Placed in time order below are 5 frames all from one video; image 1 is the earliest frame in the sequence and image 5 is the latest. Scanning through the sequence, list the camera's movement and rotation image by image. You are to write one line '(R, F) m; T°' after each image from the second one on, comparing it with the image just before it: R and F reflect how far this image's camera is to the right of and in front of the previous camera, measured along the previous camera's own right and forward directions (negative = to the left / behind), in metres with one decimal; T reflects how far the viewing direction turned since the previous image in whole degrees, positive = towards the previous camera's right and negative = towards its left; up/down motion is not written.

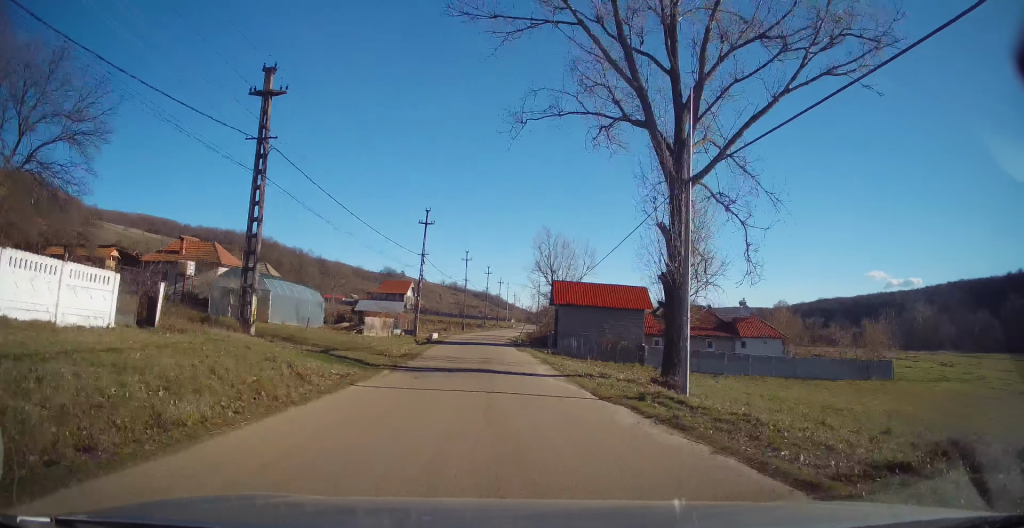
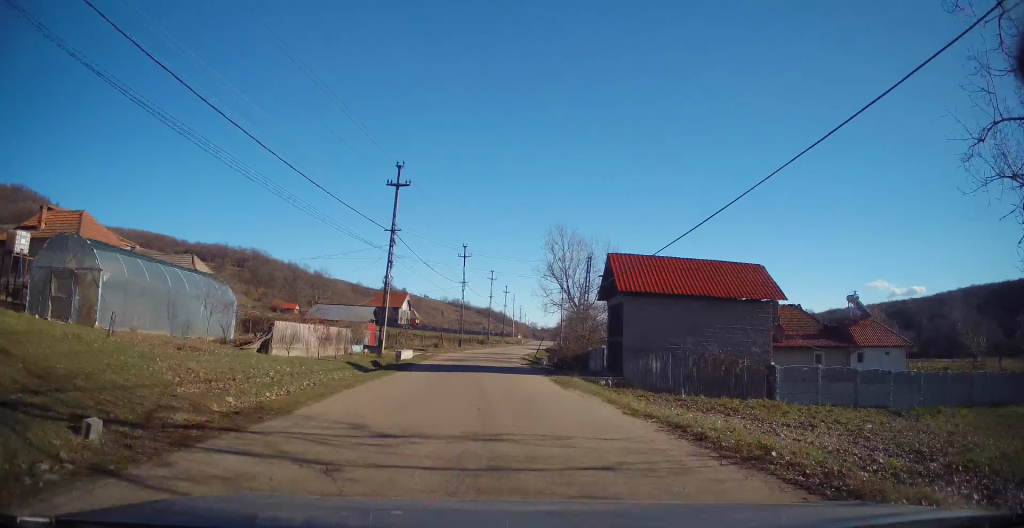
(-0.4, +17.9) m; -2°
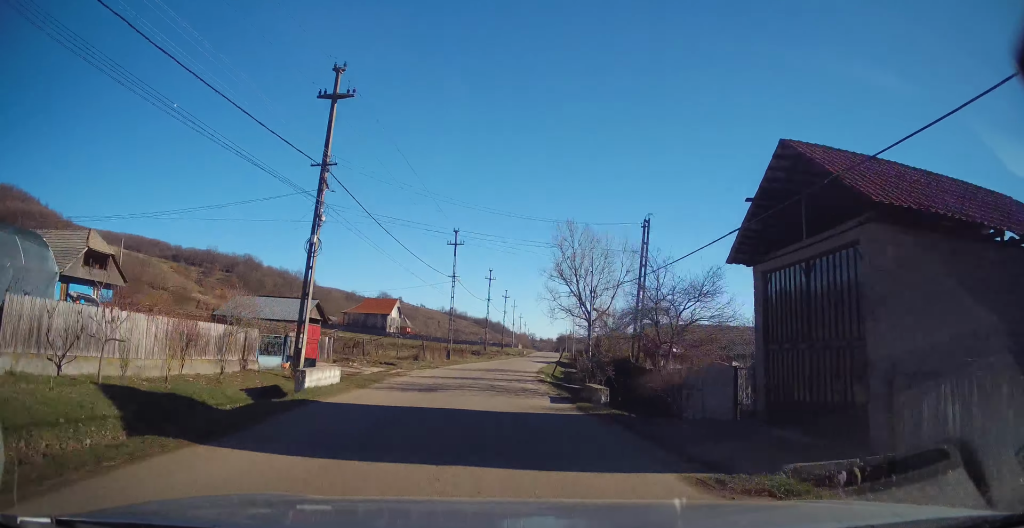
(0.0, +14.4) m; 0°
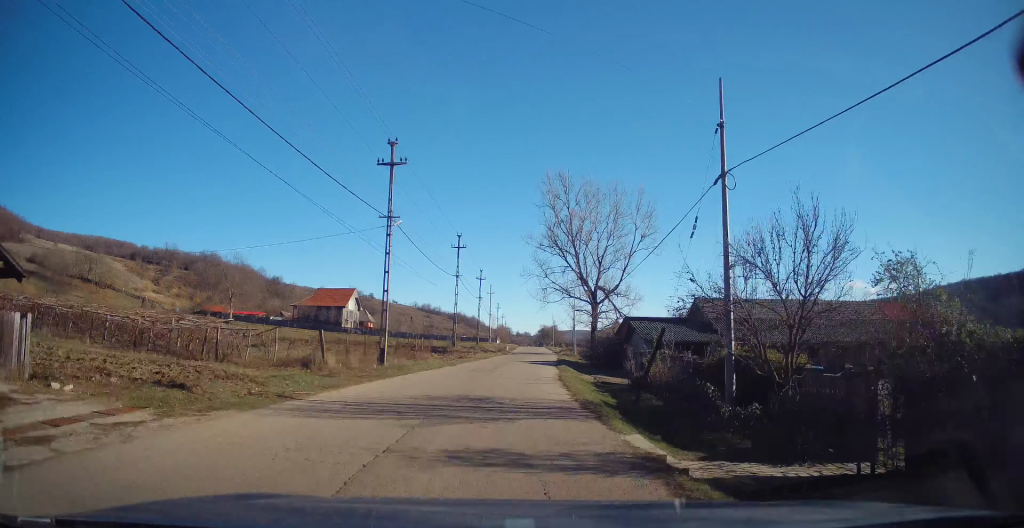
(+0.4, +21.8) m; +2°
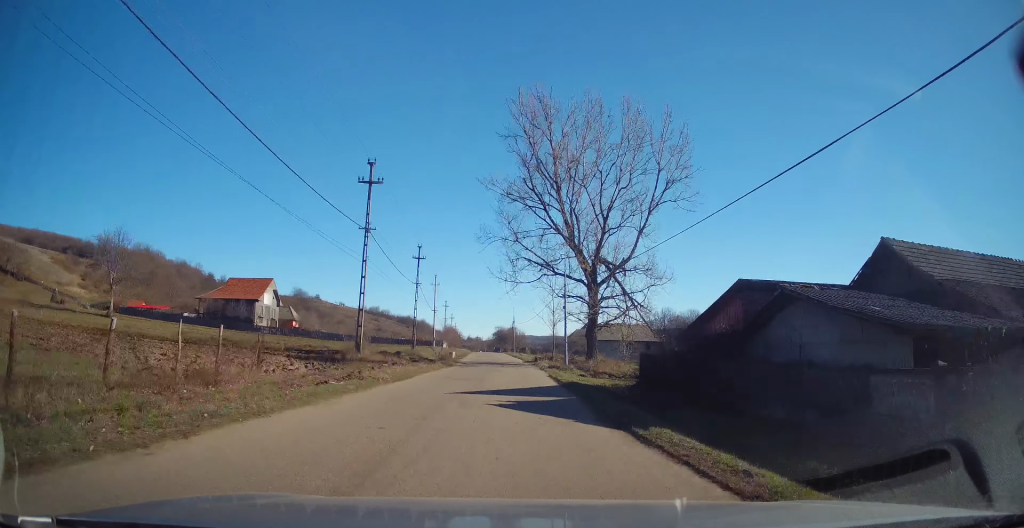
(+0.3, +24.2) m; +3°
